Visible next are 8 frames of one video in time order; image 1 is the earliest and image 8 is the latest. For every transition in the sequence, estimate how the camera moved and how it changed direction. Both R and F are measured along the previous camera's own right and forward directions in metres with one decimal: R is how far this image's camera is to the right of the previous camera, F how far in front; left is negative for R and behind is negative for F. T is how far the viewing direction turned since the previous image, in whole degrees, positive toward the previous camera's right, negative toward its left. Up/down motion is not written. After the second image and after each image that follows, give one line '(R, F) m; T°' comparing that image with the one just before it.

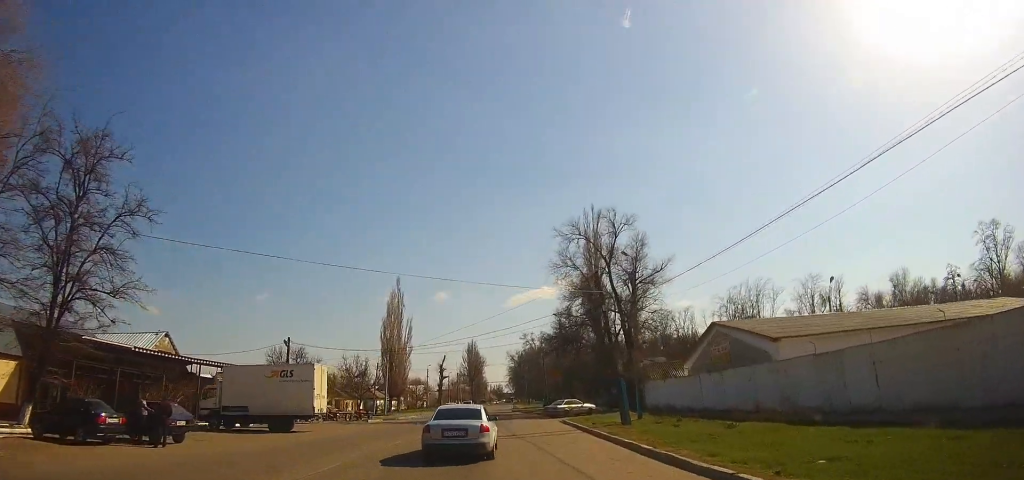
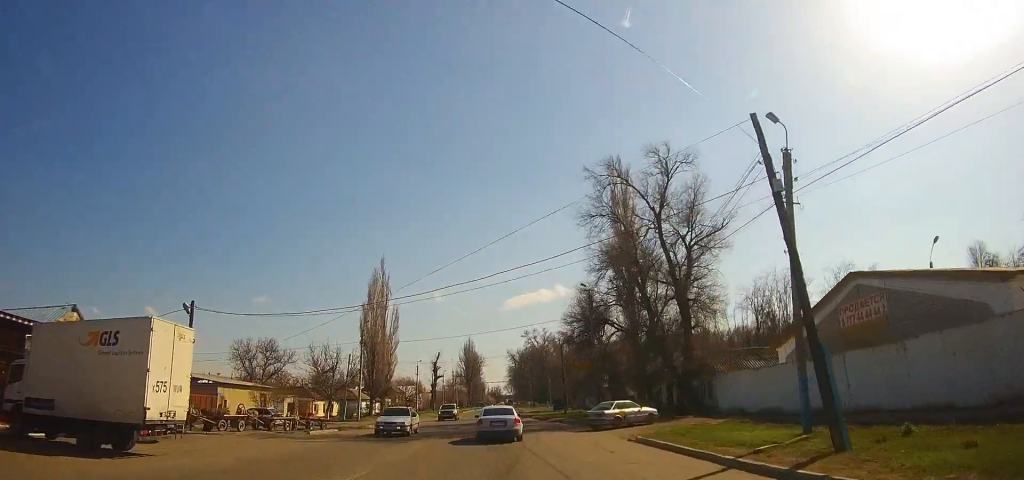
(-0.2, +15.6) m; 0°
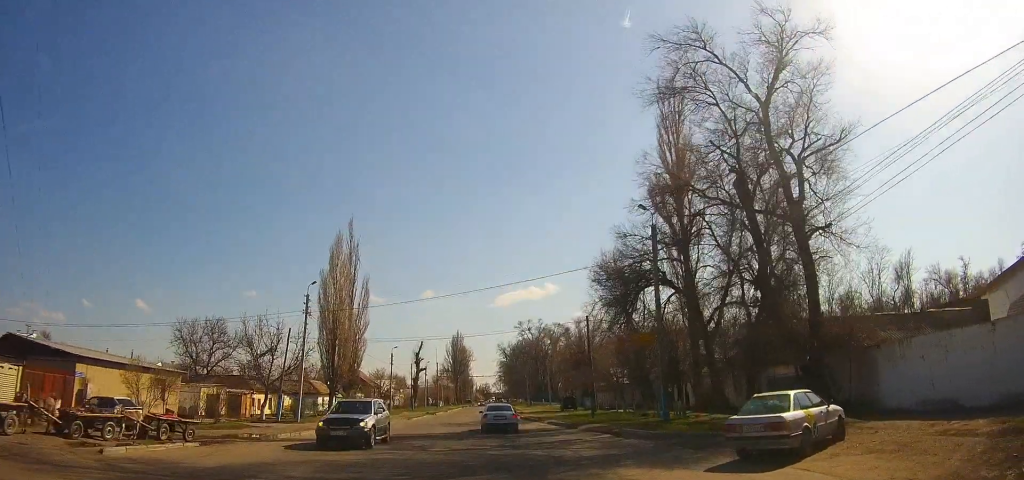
(+0.2, +16.6) m; +1°
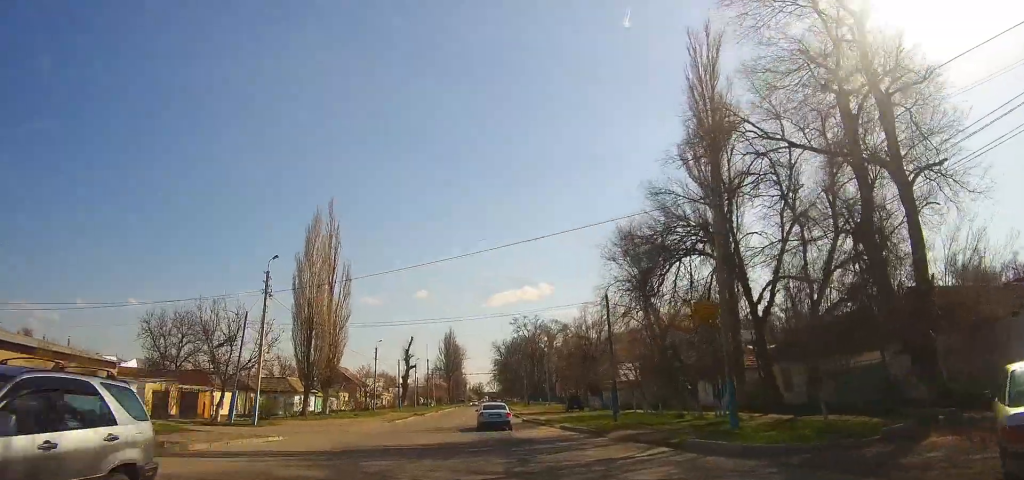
(0.0, +7.3) m; 0°
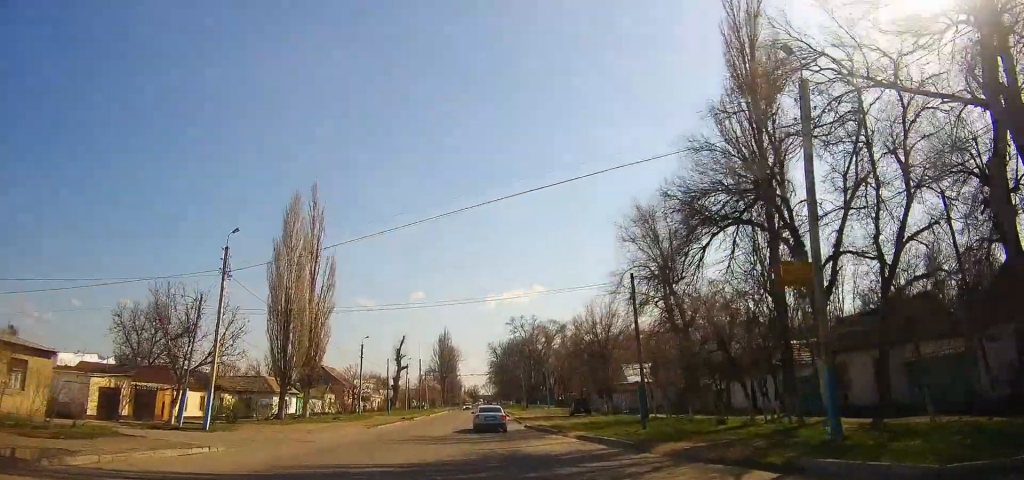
(0.0, +5.5) m; 0°
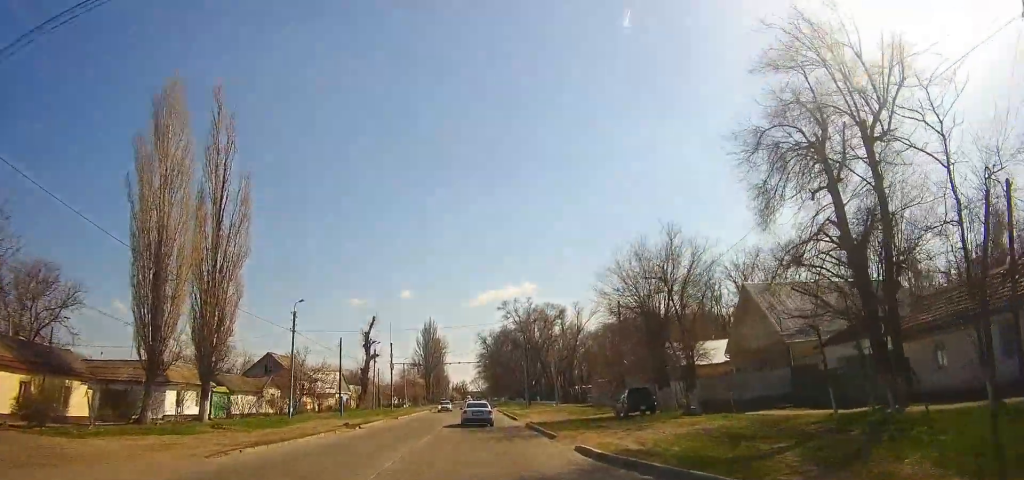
(+0.3, +20.6) m; +2°
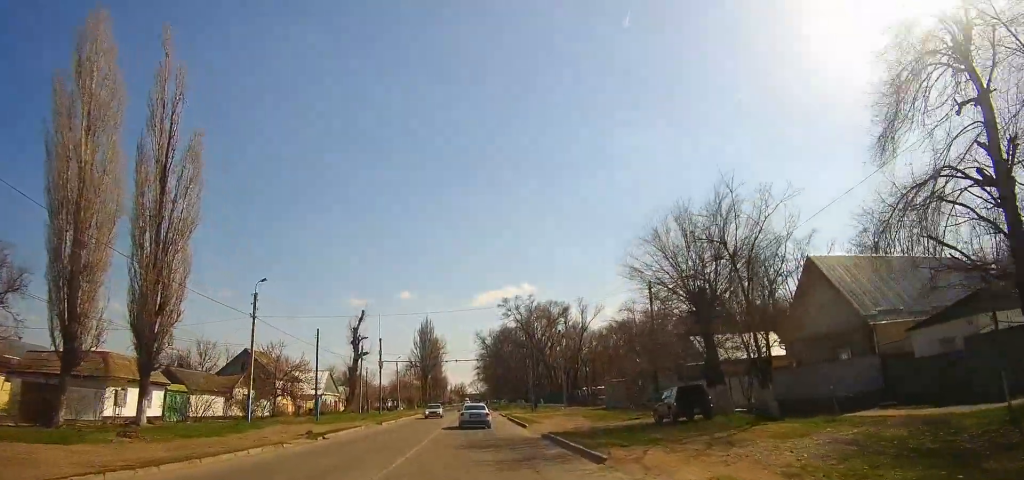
(0.0, +7.3) m; 0°
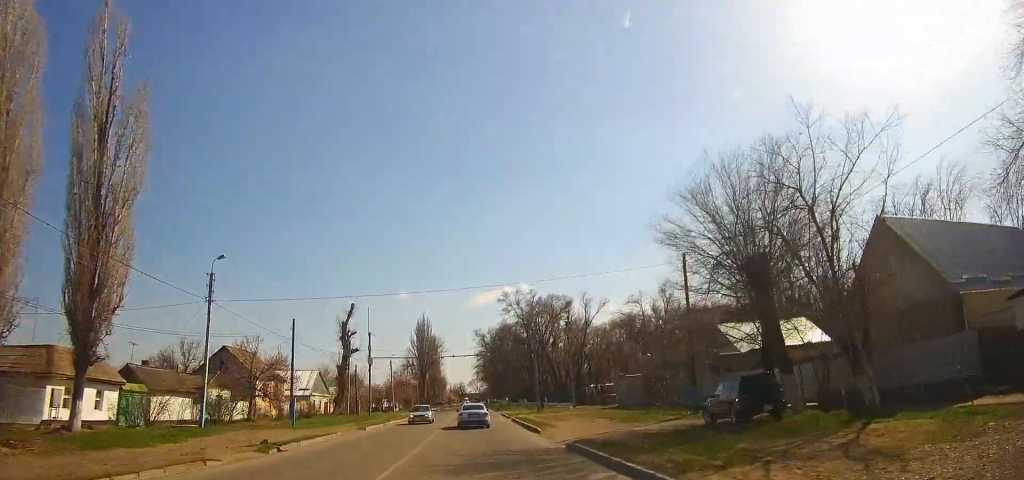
(0.0, +6.1) m; 0°
